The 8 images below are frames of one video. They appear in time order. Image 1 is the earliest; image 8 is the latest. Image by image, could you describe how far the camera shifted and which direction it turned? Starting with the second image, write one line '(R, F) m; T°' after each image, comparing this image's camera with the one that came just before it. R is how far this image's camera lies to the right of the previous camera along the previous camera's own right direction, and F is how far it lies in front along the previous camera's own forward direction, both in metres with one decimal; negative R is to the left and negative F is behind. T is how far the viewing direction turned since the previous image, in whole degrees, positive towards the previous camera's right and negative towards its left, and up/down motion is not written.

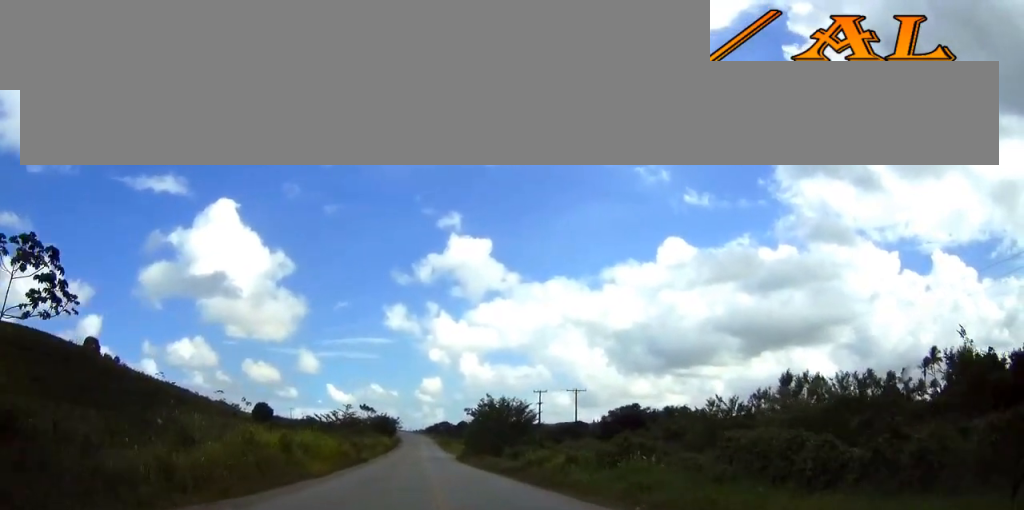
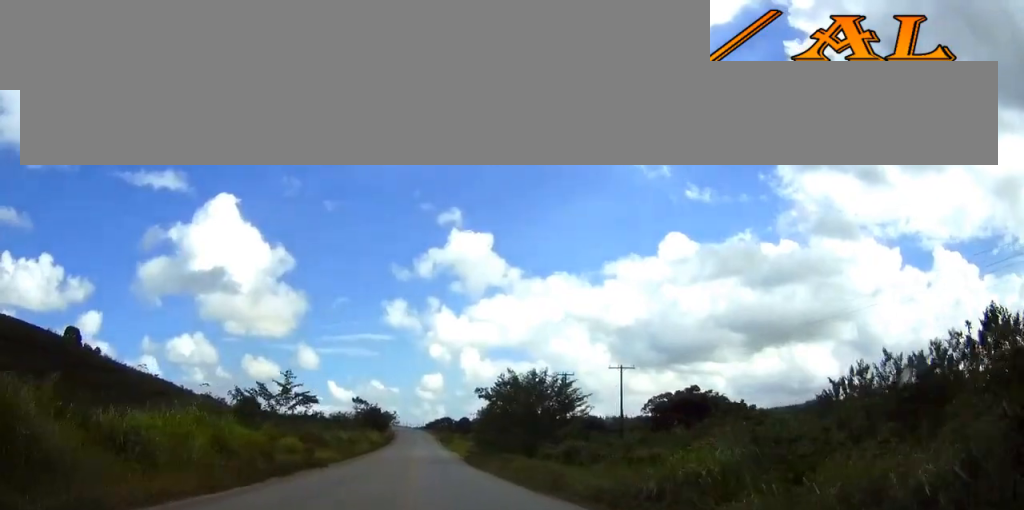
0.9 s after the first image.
(+0.1, +19.4) m; 0°
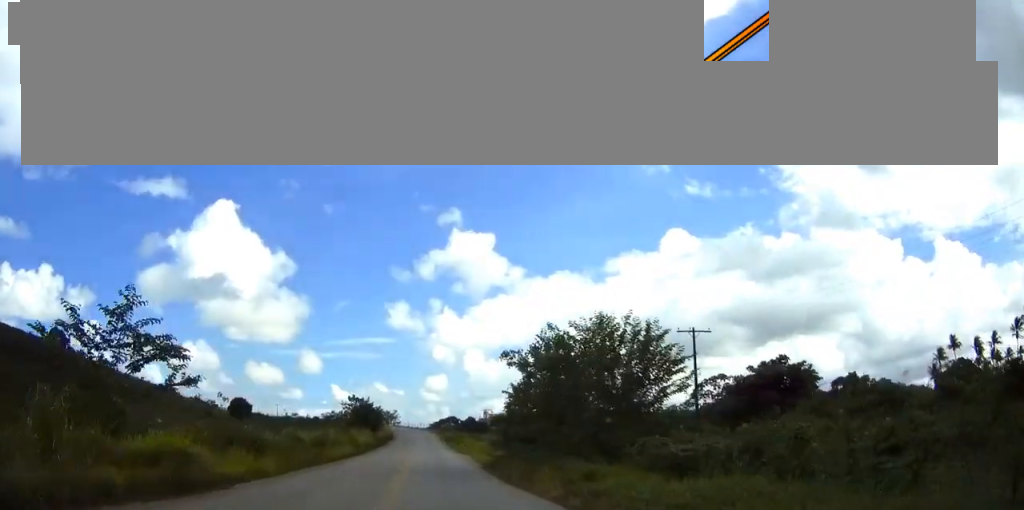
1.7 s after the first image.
(0.0, +16.8) m; 0°
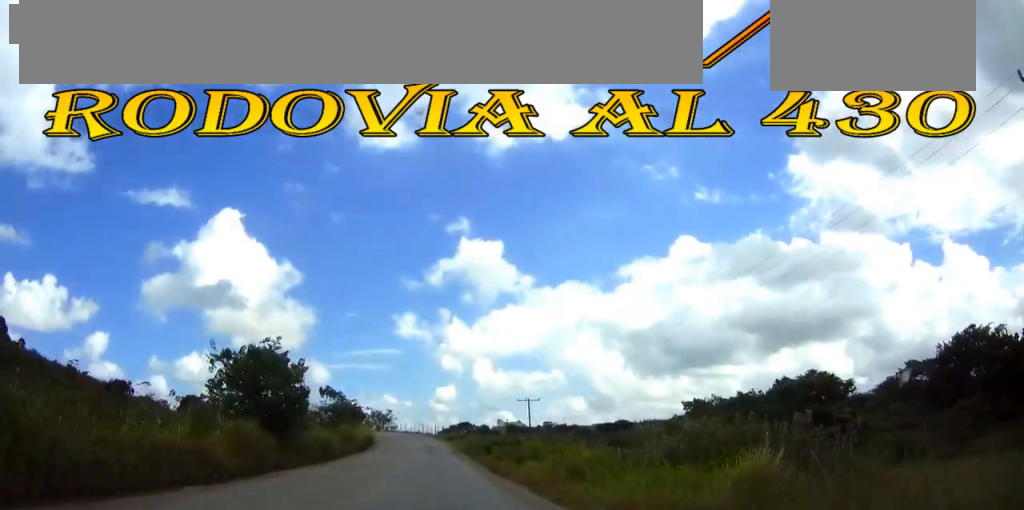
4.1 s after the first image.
(-0.4, +50.9) m; -1°
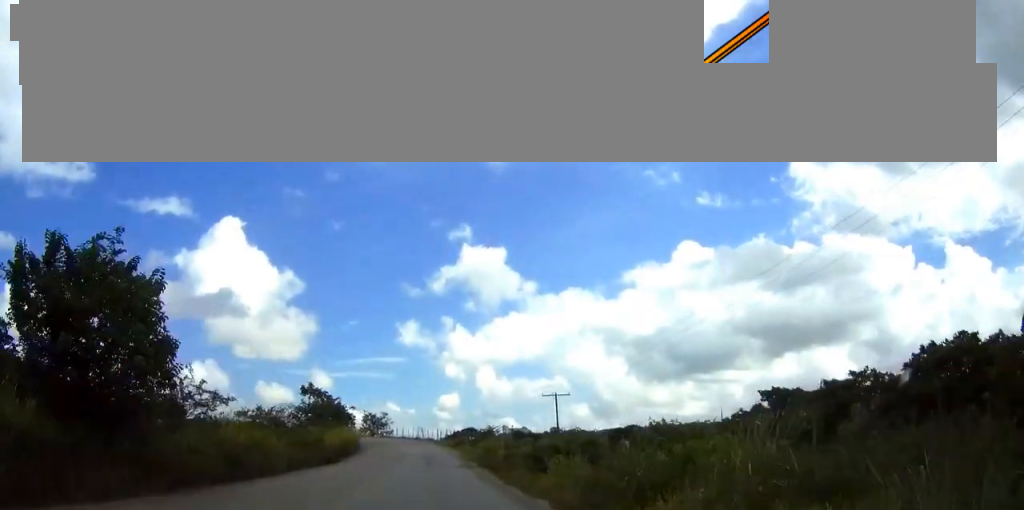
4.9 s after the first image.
(-0.2, +16.9) m; 0°
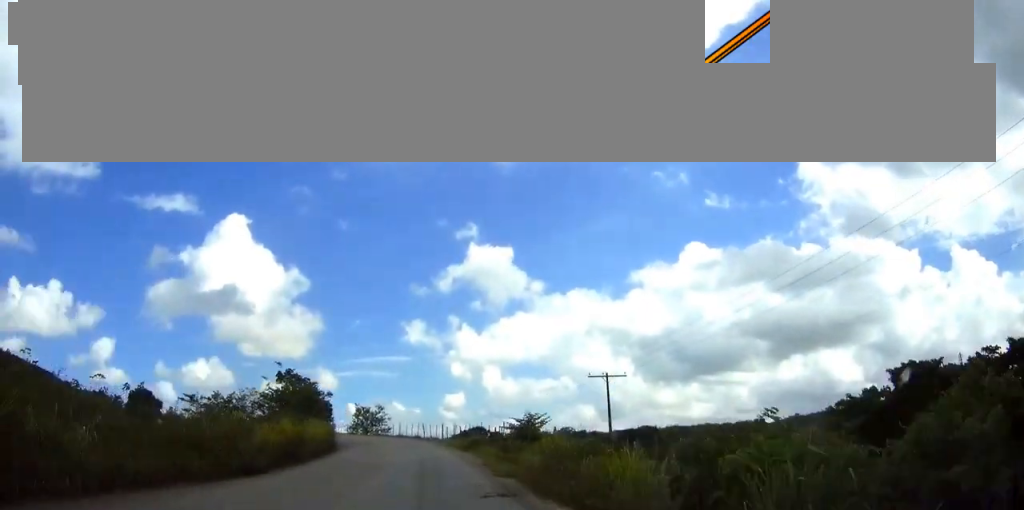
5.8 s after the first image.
(0.0, +17.4) m; 0°
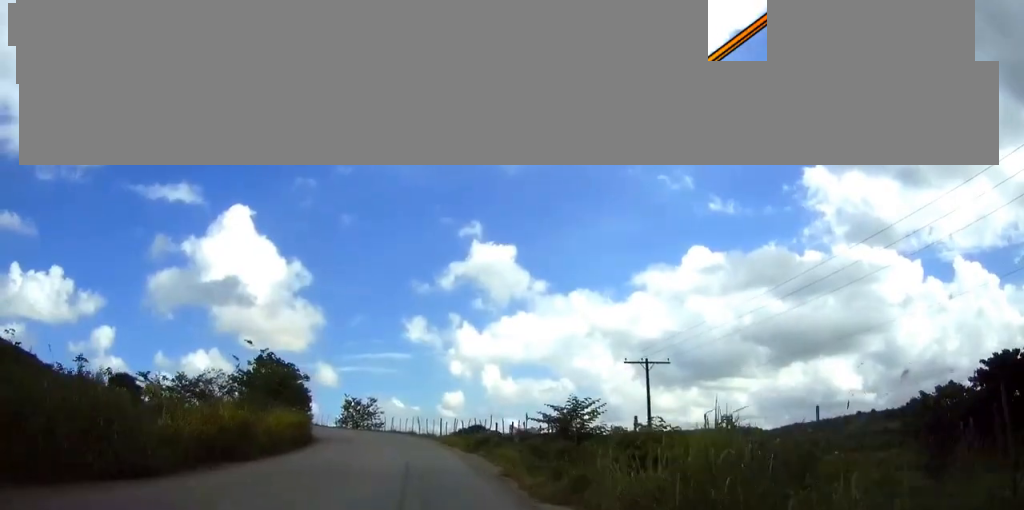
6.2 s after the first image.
(+0.1, +9.0) m; 0°
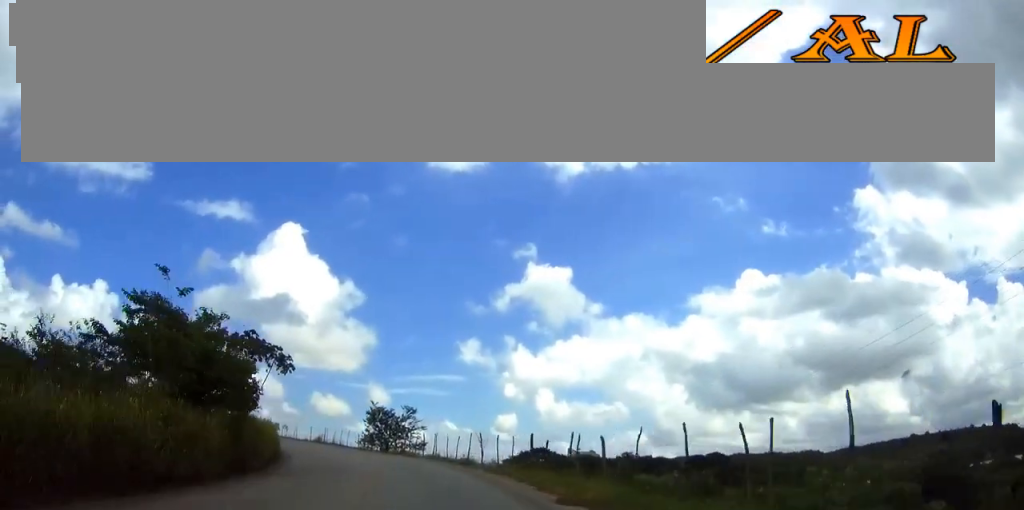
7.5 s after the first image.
(-1.0, +26.1) m; -5°
